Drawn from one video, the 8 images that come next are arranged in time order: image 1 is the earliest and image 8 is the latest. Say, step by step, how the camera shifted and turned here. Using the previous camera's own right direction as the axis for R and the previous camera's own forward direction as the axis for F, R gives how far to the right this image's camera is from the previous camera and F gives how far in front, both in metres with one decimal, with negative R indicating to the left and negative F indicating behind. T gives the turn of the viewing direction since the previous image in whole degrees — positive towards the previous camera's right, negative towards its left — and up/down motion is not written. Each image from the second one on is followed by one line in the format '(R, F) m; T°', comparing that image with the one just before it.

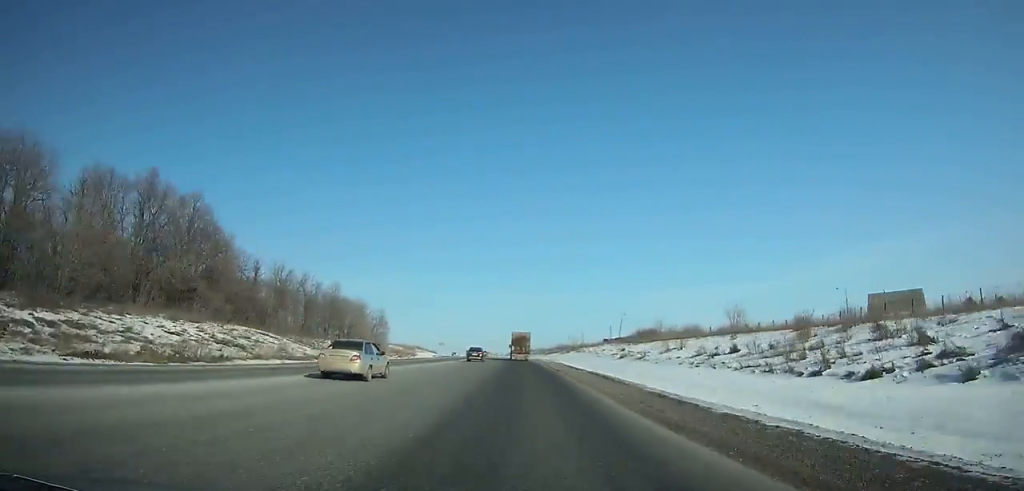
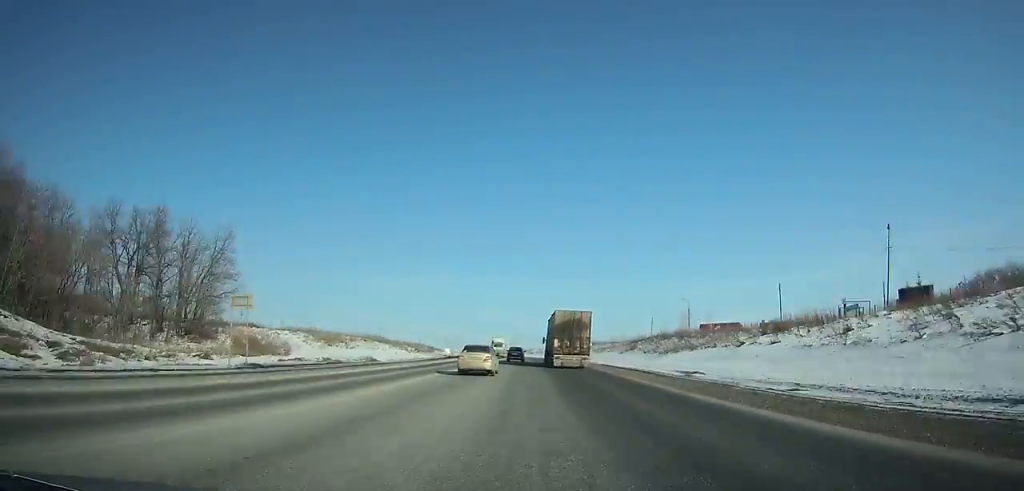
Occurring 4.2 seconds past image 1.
(-3.1, +116.0) m; -2°
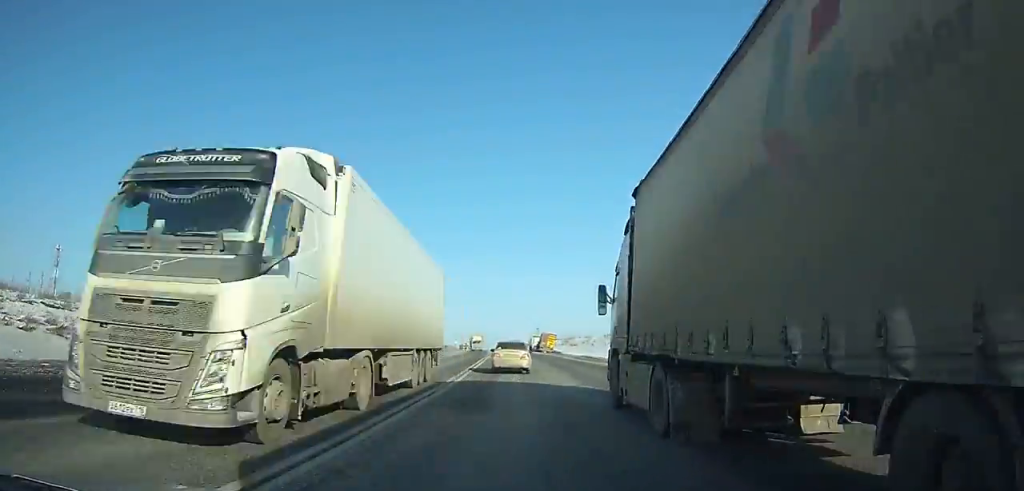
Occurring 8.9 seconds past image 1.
(-2.7, +125.8) m; -3°
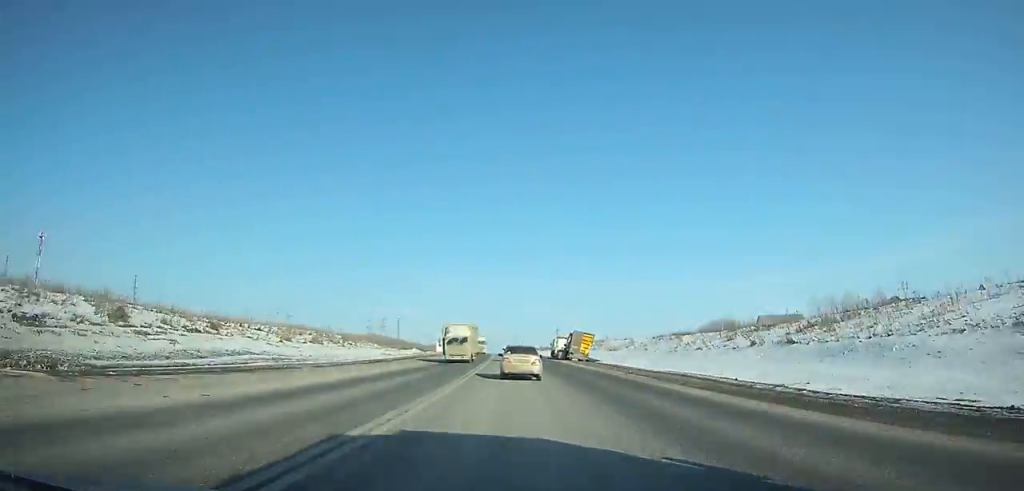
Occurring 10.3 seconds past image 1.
(-0.4, +36.4) m; -1°
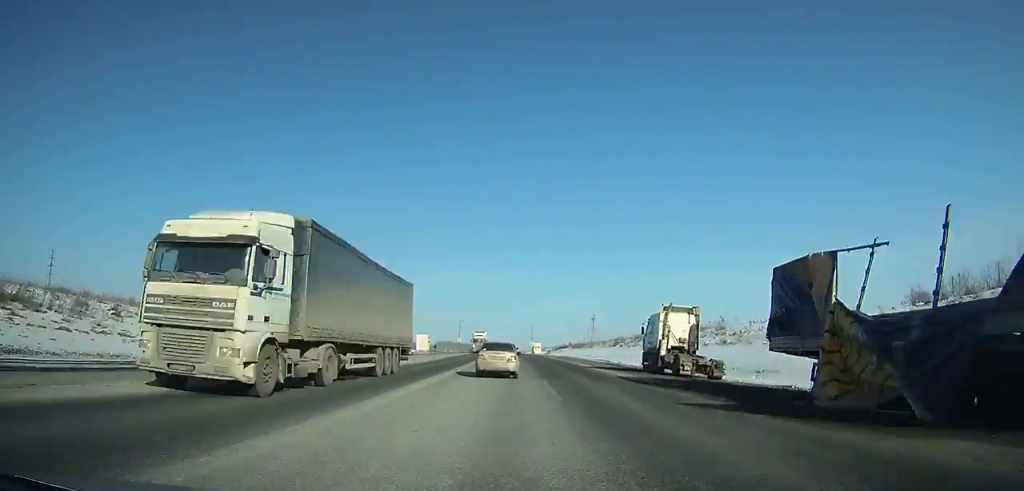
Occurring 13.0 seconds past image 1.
(-1.6, +67.8) m; -2°
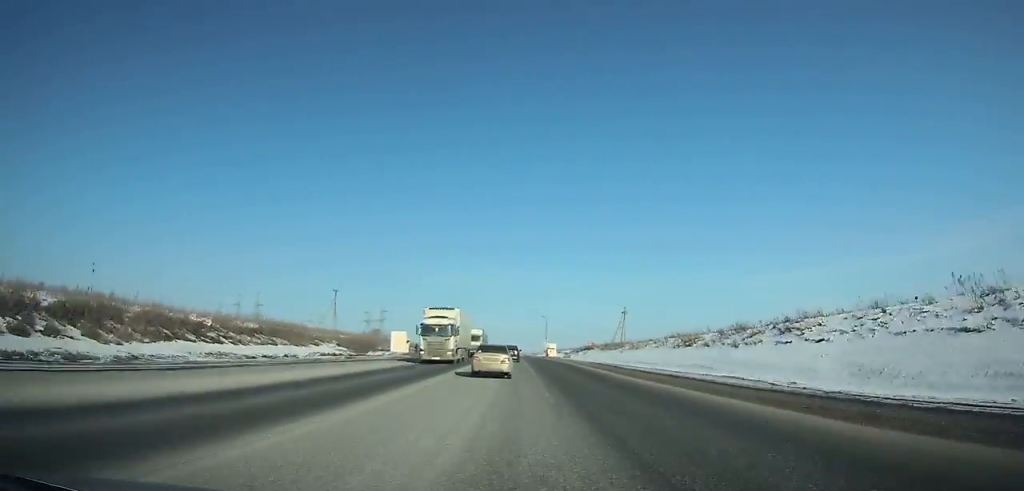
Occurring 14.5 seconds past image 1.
(-0.3, +37.0) m; -1°
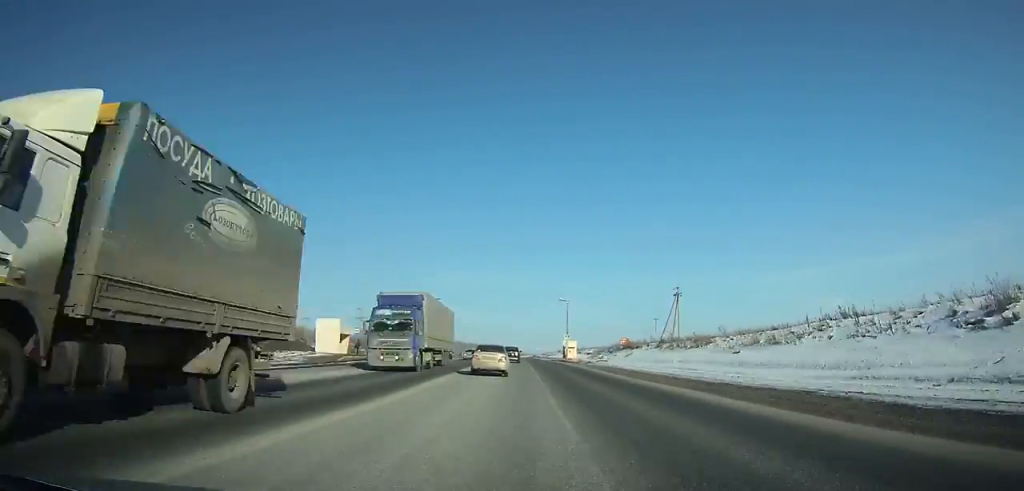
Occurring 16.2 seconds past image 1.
(-0.3, +41.1) m; -1°
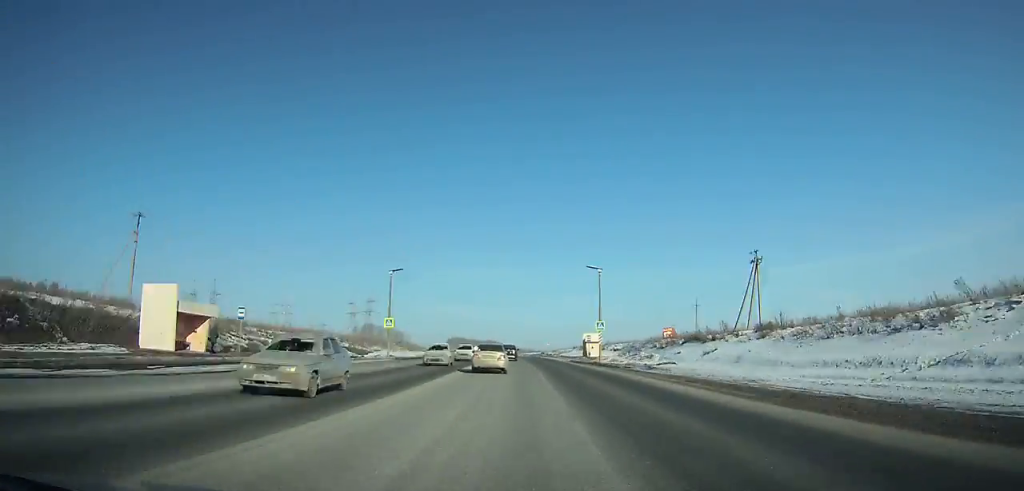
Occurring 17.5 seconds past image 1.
(-0.2, +31.3) m; -1°
